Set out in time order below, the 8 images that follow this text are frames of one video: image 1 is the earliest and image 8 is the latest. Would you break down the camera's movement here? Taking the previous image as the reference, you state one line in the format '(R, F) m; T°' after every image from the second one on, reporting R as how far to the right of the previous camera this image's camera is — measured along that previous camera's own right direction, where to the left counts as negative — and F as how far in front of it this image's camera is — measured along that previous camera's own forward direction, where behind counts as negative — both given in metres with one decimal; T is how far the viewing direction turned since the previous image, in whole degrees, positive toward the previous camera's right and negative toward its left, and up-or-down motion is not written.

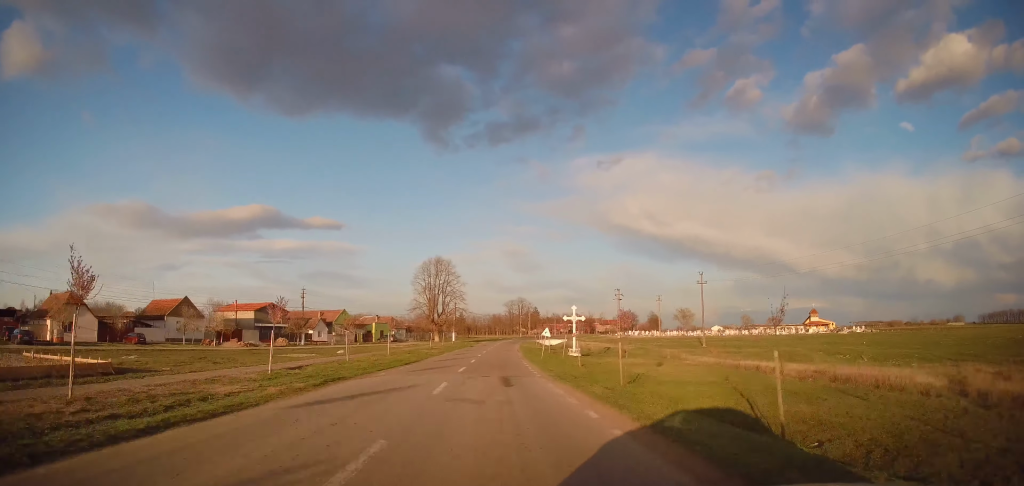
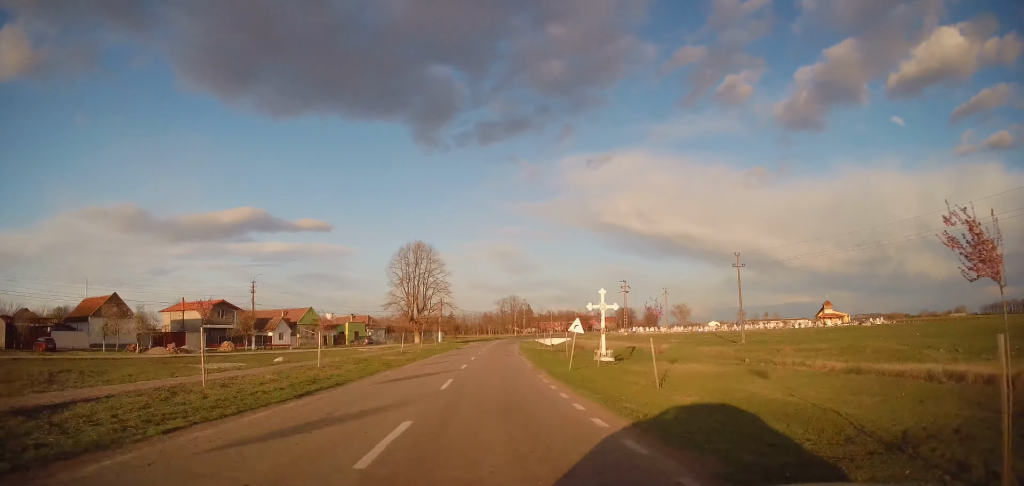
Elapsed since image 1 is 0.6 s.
(+0.1, +14.6) m; +1°
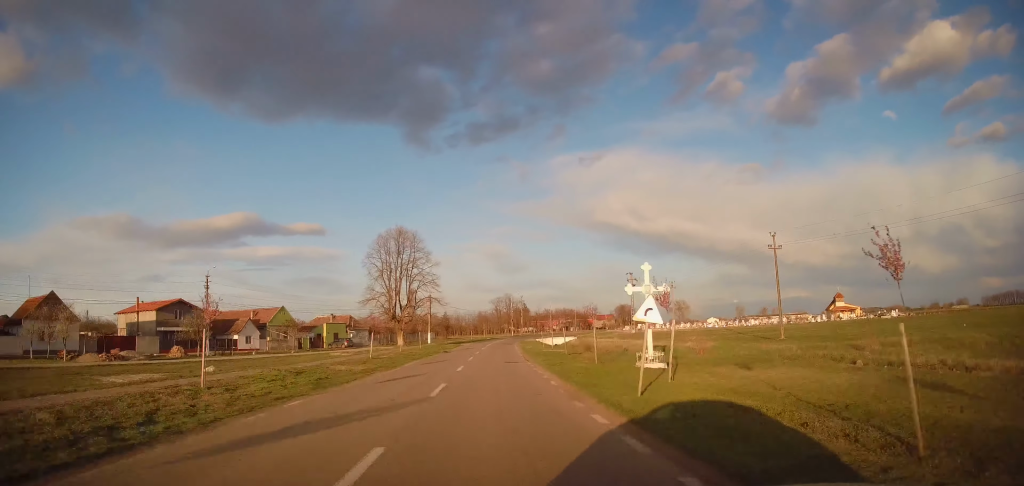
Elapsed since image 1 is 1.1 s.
(0.0, +10.0) m; +1°
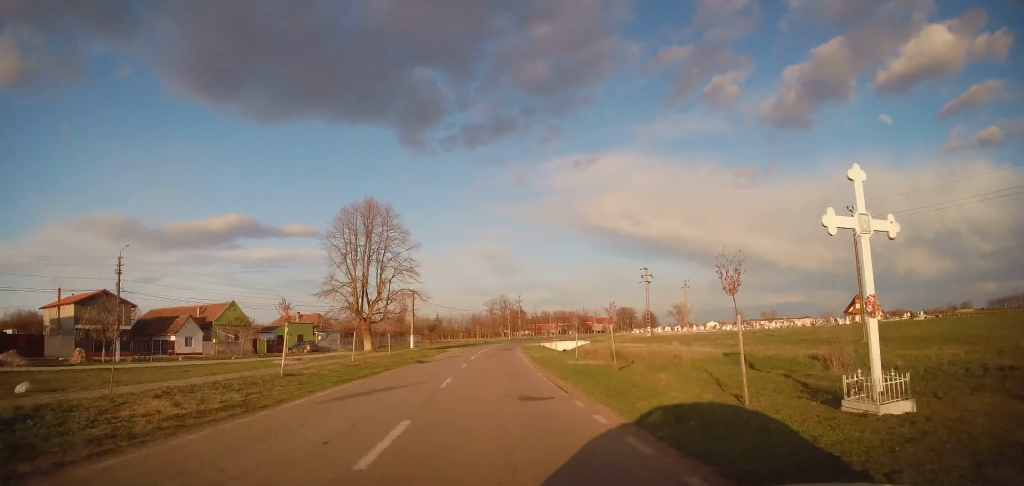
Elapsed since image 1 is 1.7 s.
(+0.1, +13.9) m; +1°
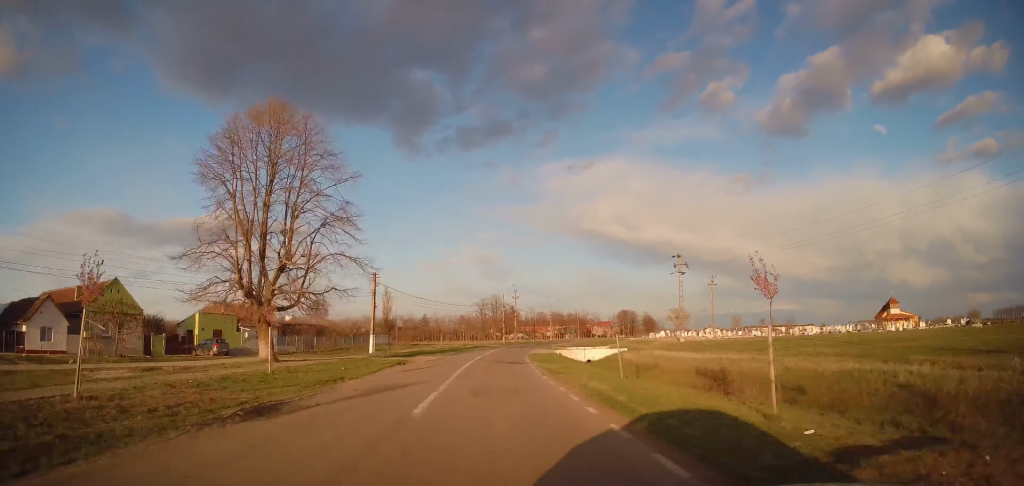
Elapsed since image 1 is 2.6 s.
(+0.2, +20.9) m; +1°
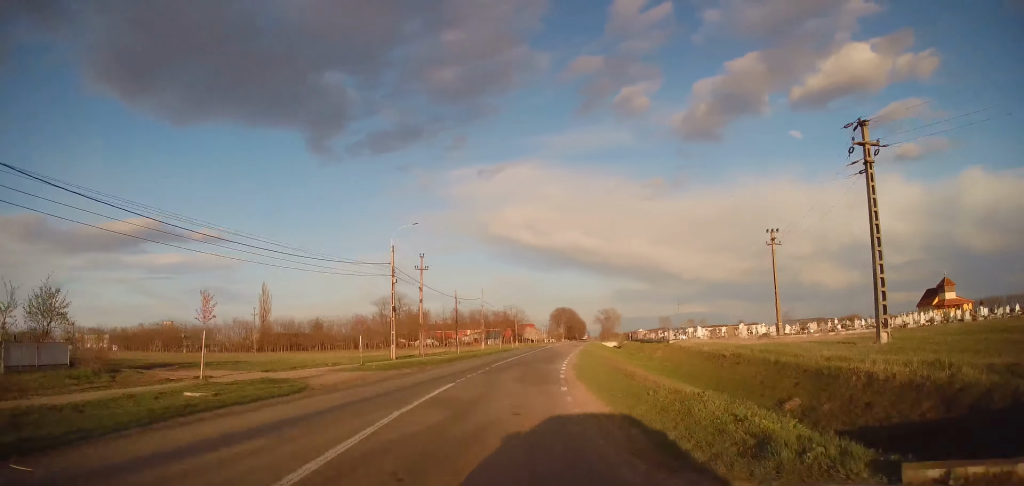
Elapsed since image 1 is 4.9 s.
(+2.7, +53.3) m; +8°
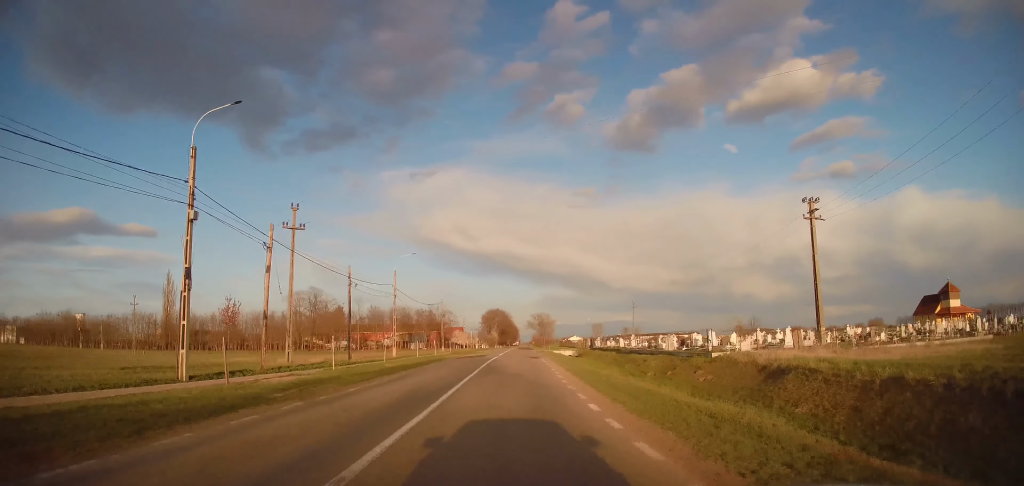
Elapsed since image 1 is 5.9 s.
(+1.2, +21.7) m; +6°
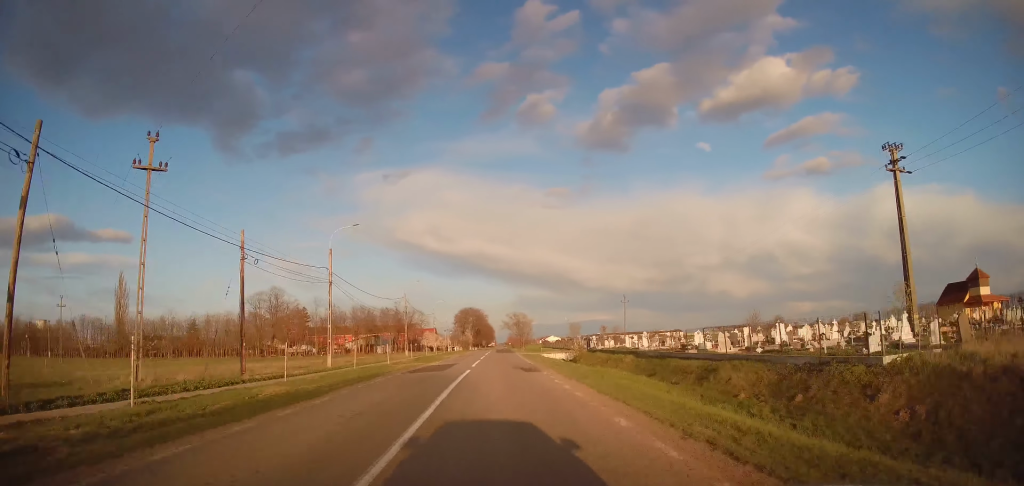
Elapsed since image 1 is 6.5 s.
(+0.5, +14.1) m; +4°
